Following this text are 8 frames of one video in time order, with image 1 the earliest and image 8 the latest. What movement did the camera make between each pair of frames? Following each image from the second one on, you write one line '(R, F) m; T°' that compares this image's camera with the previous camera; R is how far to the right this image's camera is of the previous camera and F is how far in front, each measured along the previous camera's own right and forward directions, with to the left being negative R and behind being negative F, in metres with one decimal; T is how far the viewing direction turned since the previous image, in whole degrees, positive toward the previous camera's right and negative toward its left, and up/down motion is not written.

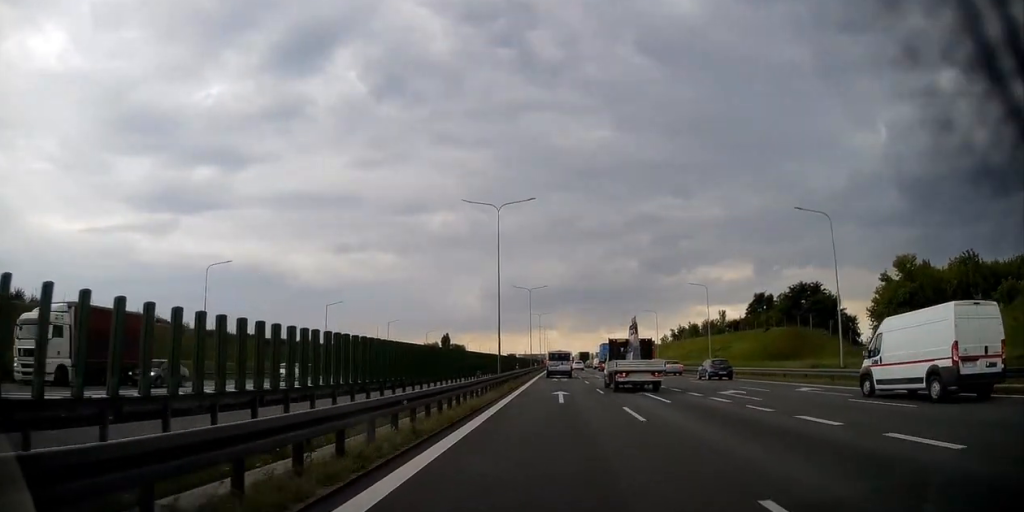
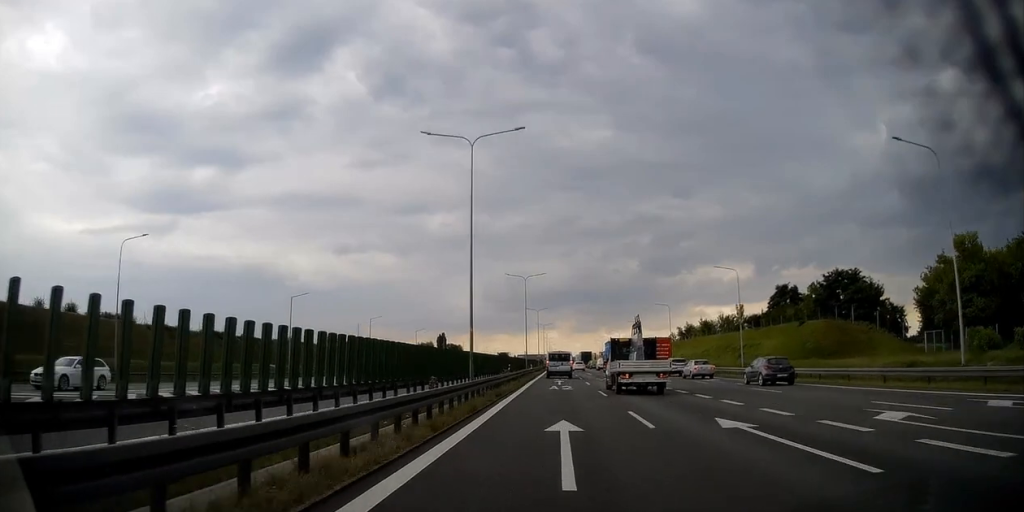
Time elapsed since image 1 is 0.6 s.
(0.0, +12.7) m; 0°
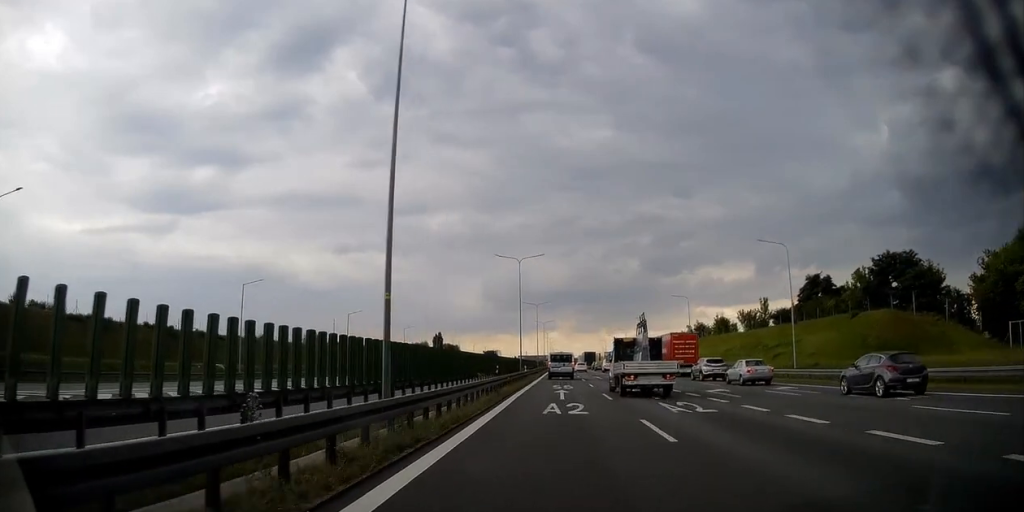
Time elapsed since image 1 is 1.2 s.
(0.0, +12.7) m; 0°
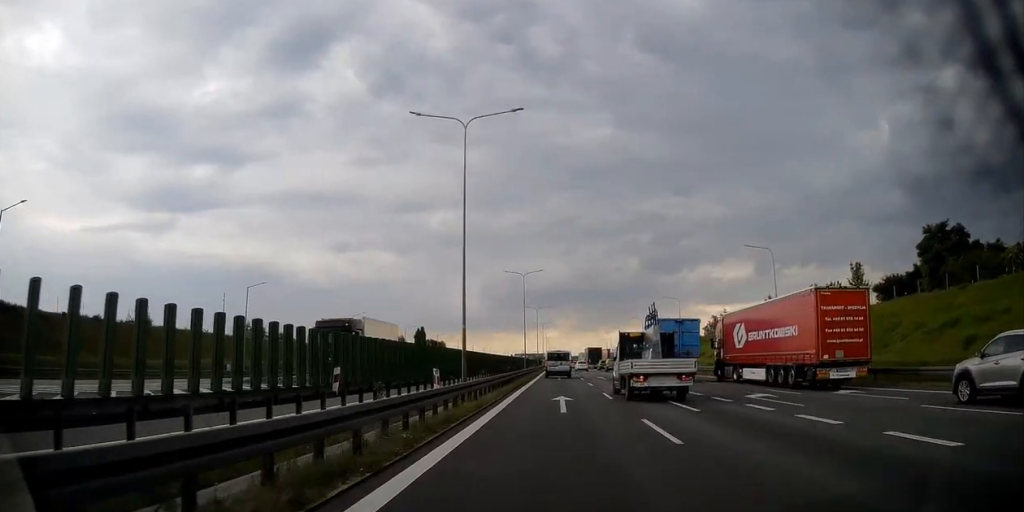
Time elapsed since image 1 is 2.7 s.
(0.0, +31.5) m; -1°
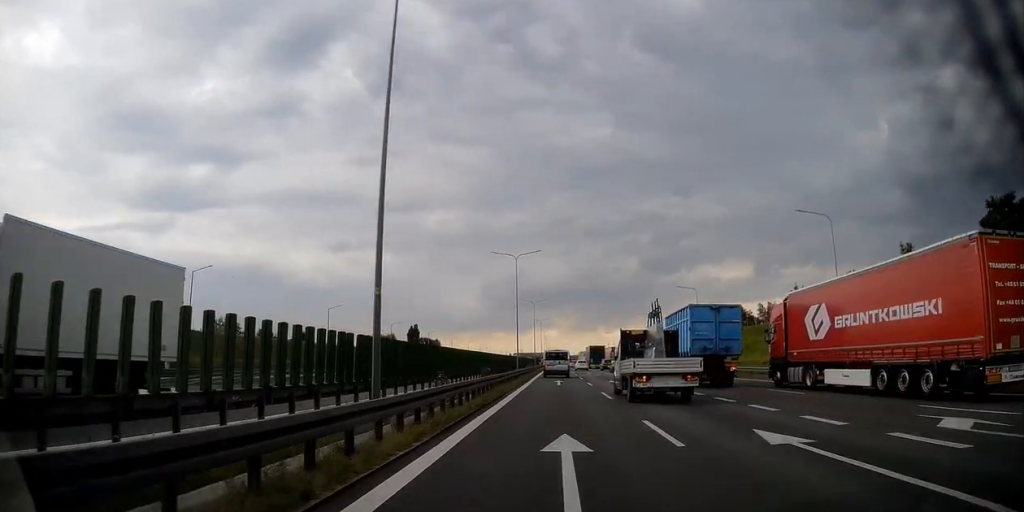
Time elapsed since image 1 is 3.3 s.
(-0.1, +11.0) m; 0°
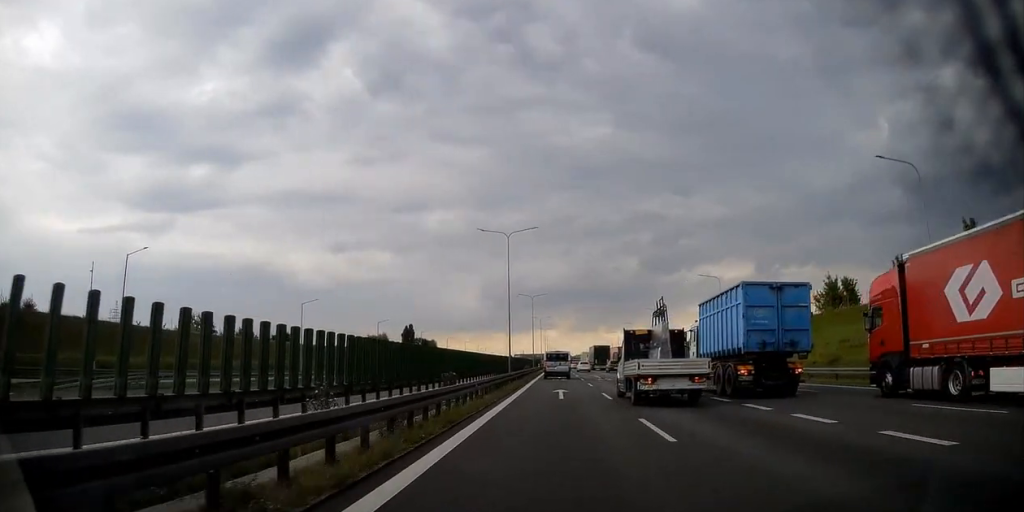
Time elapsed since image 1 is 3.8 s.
(0.0, +10.7) m; +1°
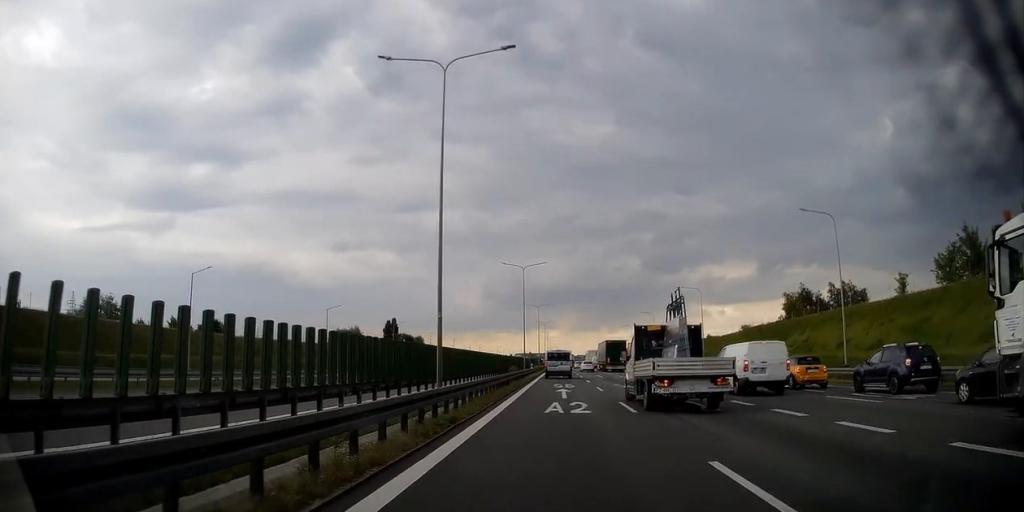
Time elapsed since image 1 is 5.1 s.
(+0.5, +29.1) m; +1°
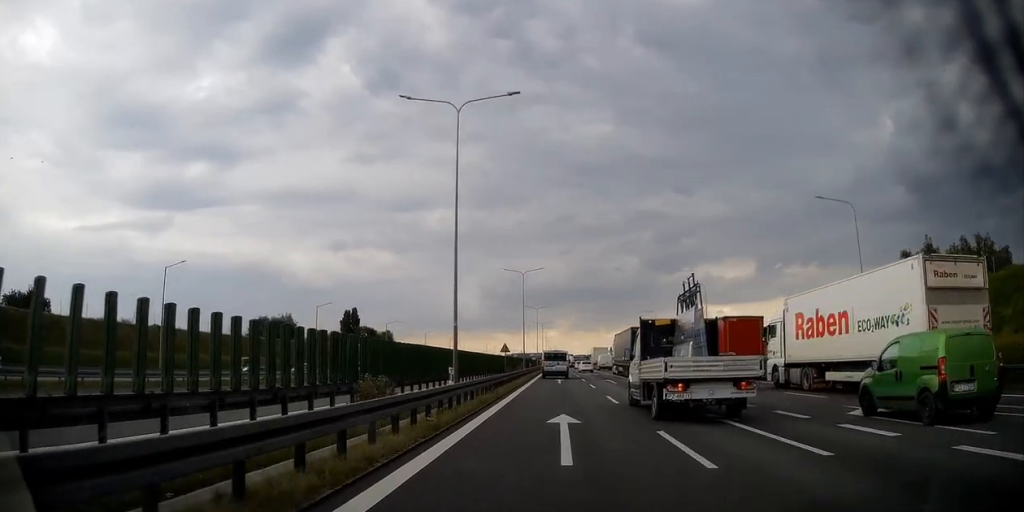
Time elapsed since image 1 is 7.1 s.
(-0.7, +45.2) m; -1°
